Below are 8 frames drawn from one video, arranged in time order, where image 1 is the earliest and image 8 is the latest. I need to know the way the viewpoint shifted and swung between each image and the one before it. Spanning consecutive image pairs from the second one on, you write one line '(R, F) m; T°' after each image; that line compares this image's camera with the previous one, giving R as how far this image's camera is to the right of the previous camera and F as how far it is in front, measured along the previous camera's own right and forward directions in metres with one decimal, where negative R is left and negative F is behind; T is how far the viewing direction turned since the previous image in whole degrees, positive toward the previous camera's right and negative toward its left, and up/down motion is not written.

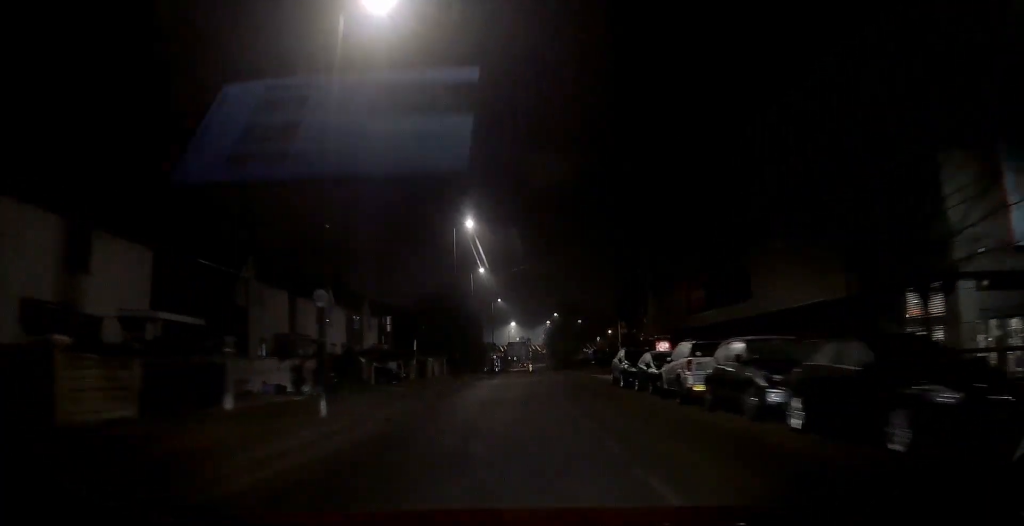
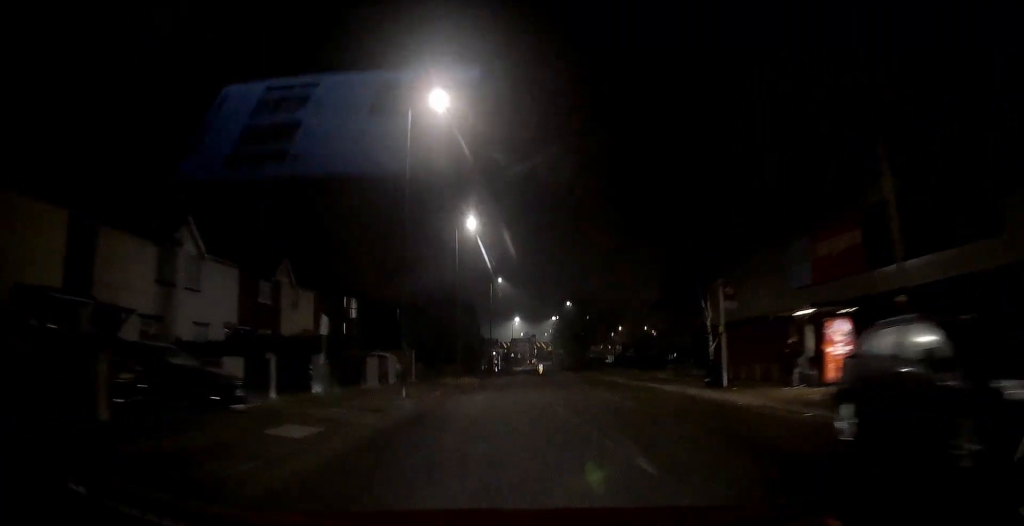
(0.0, +20.7) m; -1°
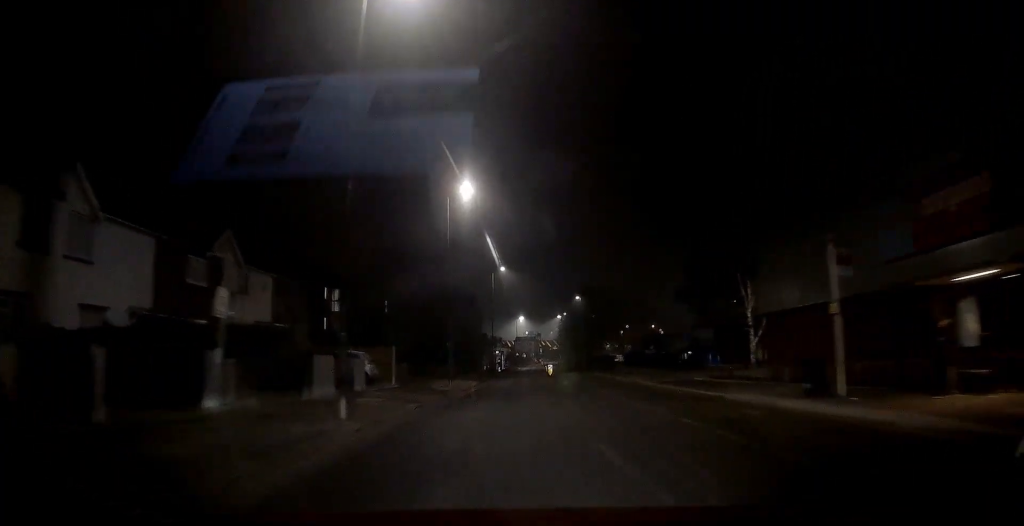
(-0.1, +7.8) m; 0°
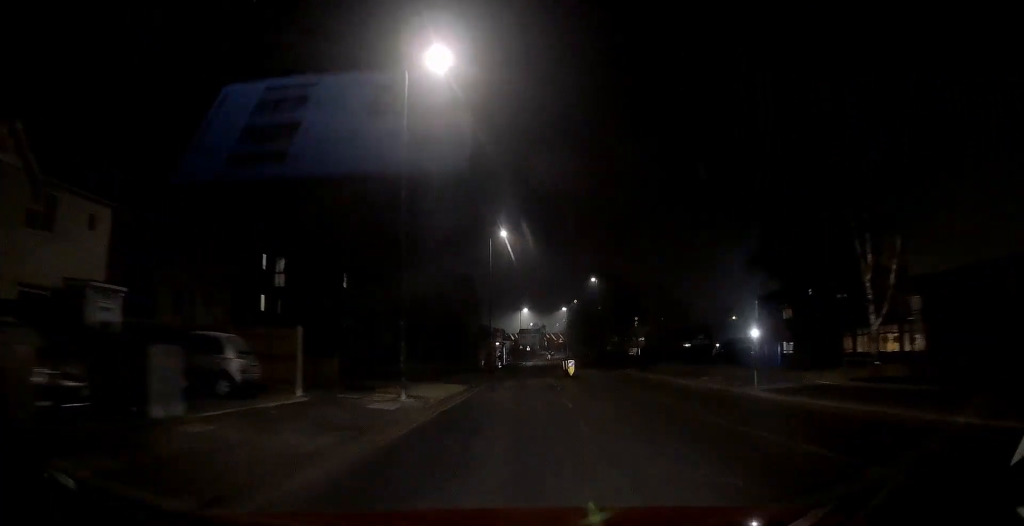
(0.0, +13.8) m; 0°
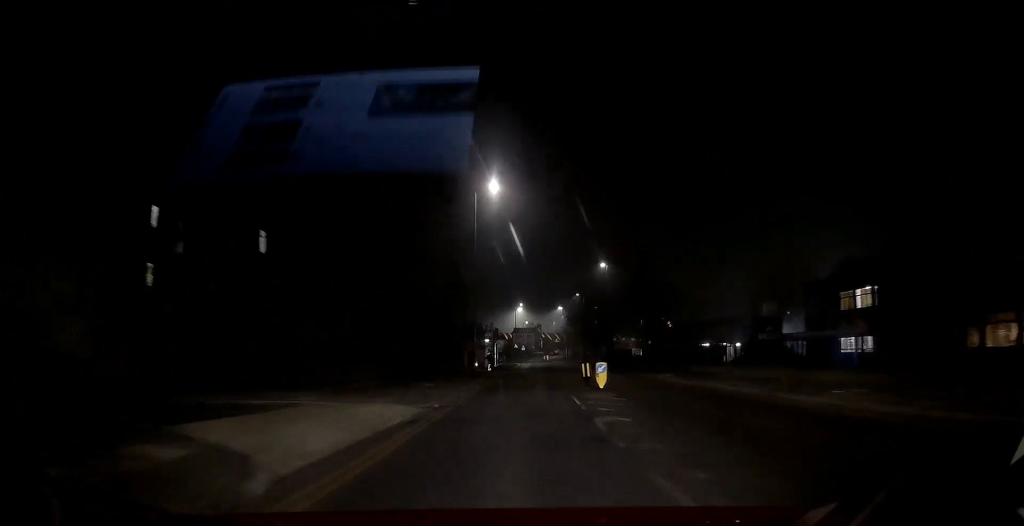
(0.0, +11.3) m; +1°
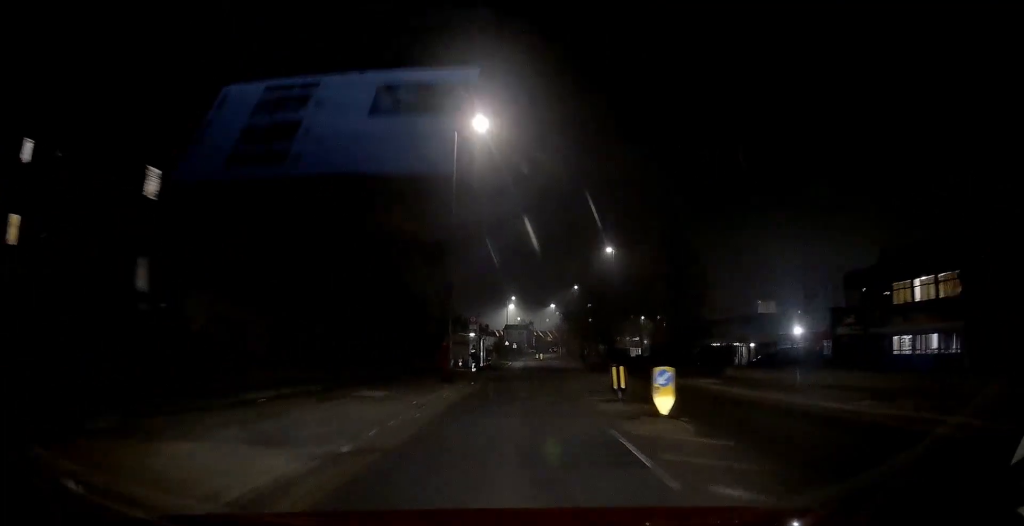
(+0.1, +7.7) m; +1°
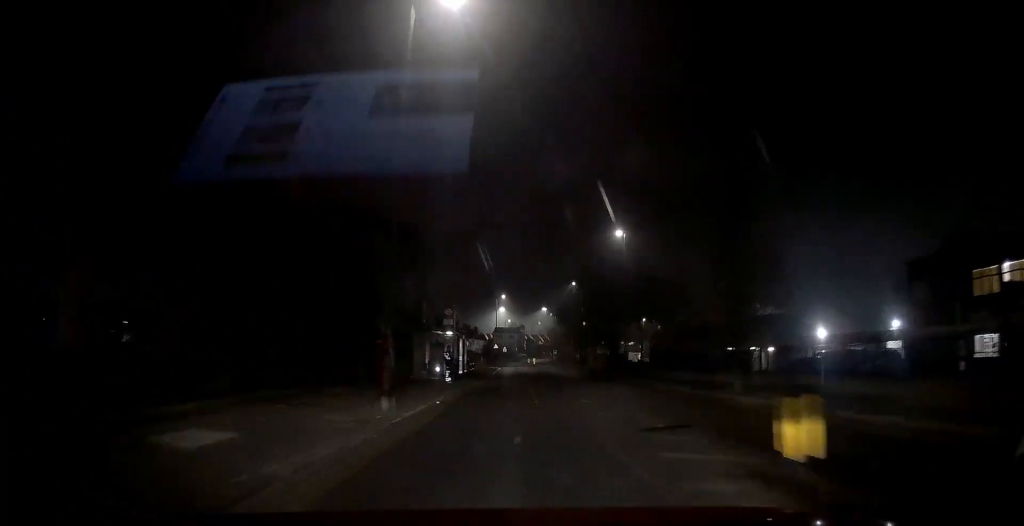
(+0.1, +8.7) m; +1°
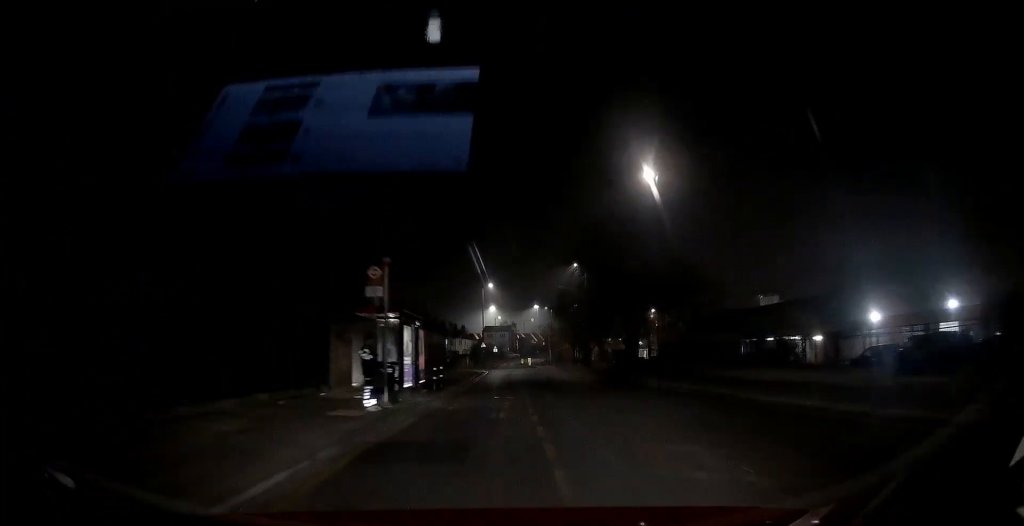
(0.0, +14.7) m; 0°
